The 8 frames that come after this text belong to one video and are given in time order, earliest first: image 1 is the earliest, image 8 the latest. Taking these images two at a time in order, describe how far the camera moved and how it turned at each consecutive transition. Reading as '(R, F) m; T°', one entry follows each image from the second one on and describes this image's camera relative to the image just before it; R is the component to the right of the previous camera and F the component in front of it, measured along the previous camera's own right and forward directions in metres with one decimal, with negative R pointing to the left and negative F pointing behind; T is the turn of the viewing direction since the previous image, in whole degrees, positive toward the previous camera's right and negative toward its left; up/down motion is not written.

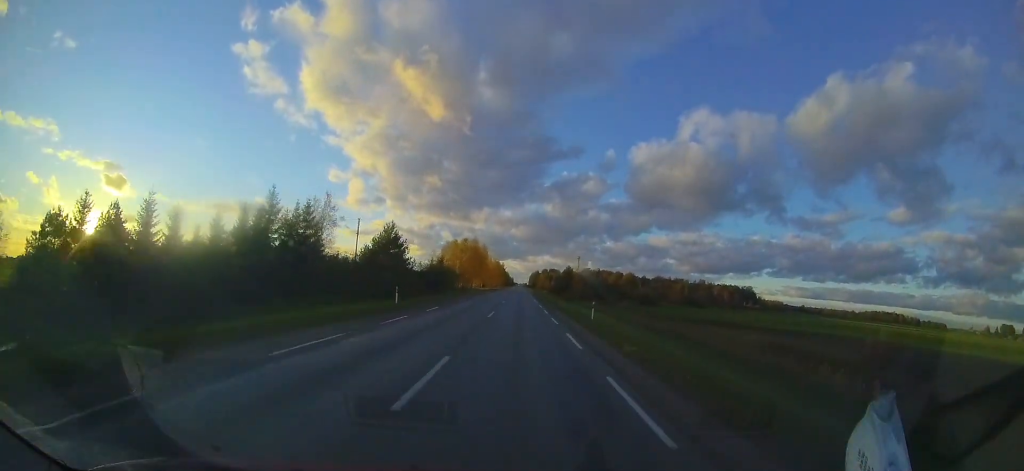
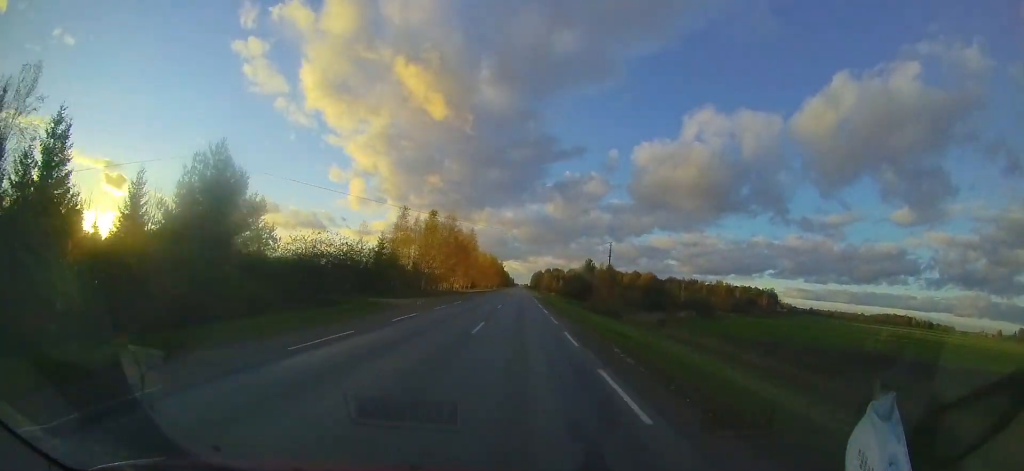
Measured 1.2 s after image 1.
(-0.1, +29.2) m; -1°
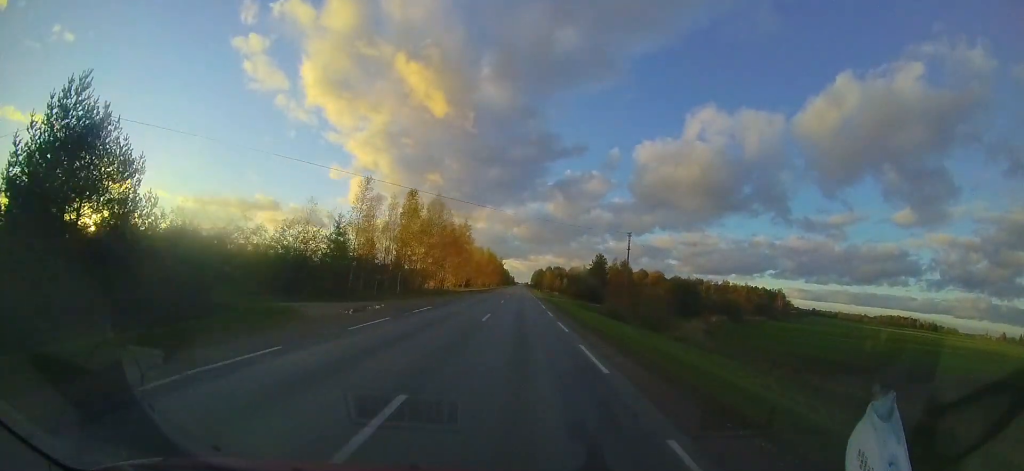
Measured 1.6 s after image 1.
(-0.1, +10.0) m; 0°
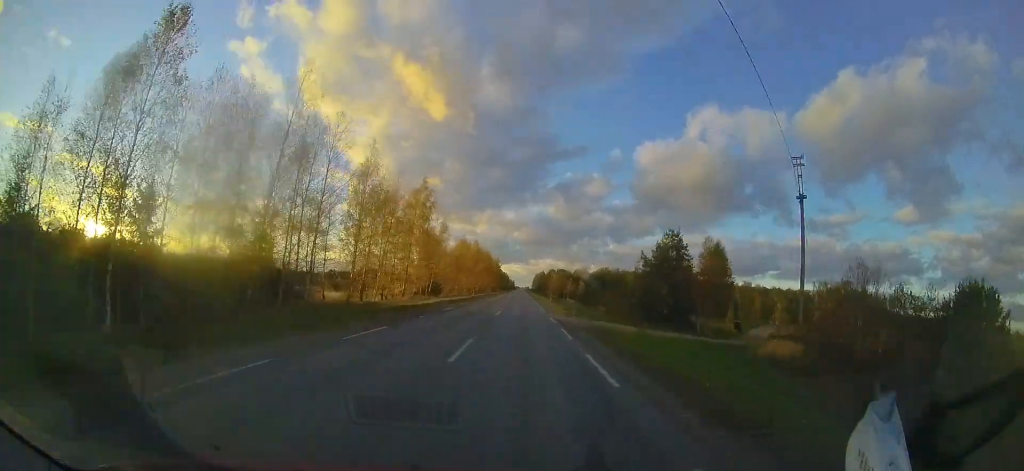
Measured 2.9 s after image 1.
(0.0, +30.2) m; 0°
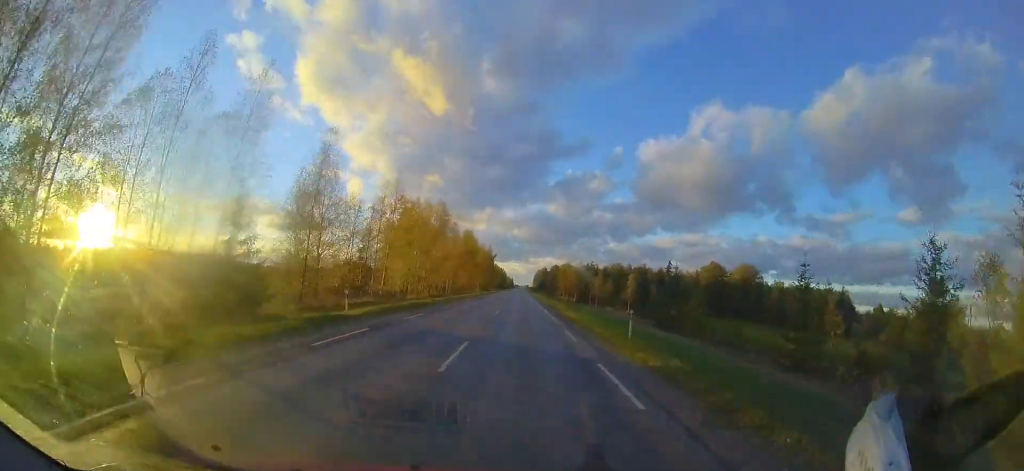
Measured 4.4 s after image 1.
(+0.1, +37.0) m; 0°
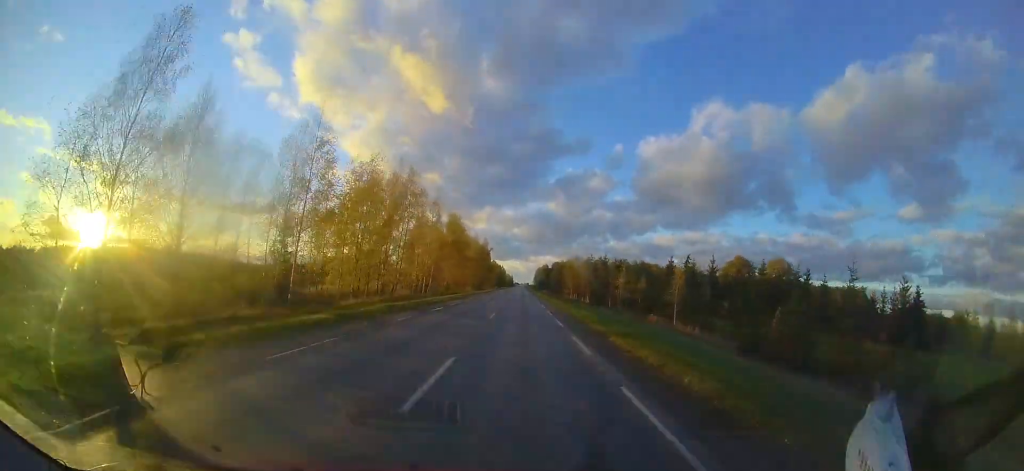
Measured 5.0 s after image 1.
(-0.1, +14.1) m; 0°
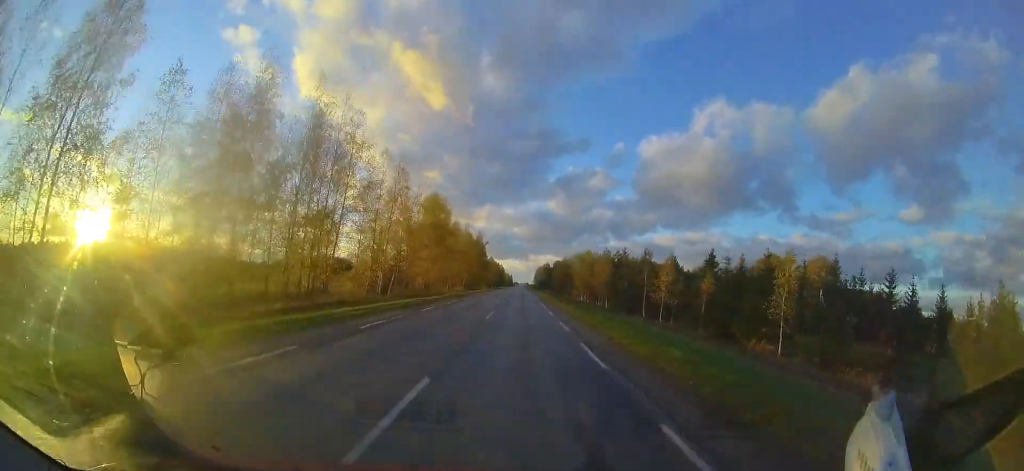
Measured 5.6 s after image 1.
(-0.2, +13.3) m; 0°
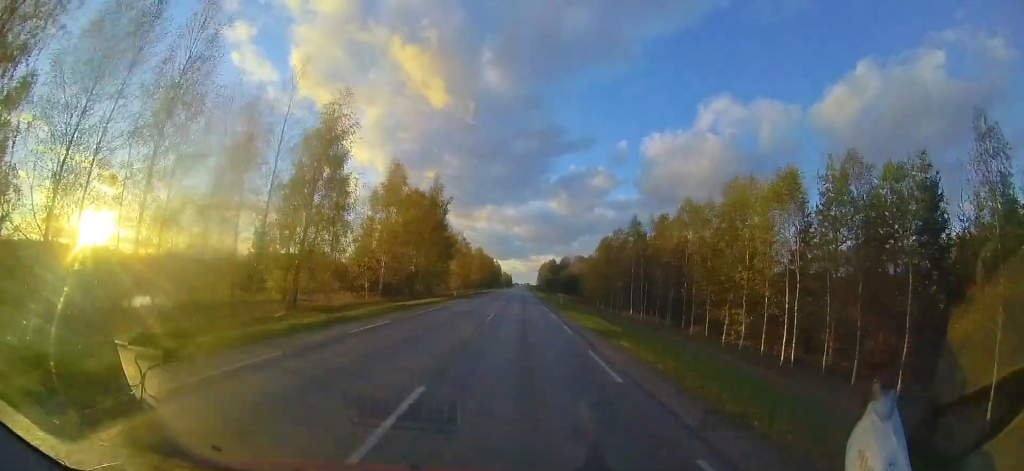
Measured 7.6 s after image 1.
(+0.4, +48.7) m; 0°
